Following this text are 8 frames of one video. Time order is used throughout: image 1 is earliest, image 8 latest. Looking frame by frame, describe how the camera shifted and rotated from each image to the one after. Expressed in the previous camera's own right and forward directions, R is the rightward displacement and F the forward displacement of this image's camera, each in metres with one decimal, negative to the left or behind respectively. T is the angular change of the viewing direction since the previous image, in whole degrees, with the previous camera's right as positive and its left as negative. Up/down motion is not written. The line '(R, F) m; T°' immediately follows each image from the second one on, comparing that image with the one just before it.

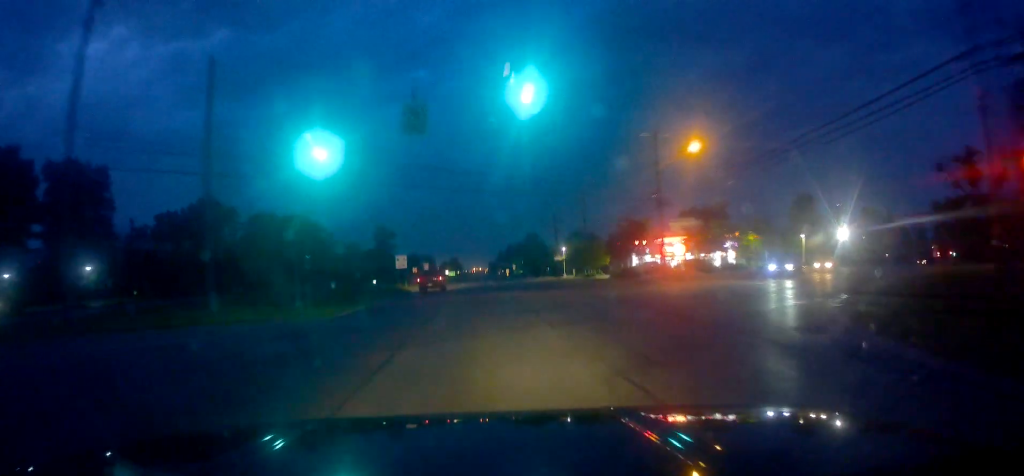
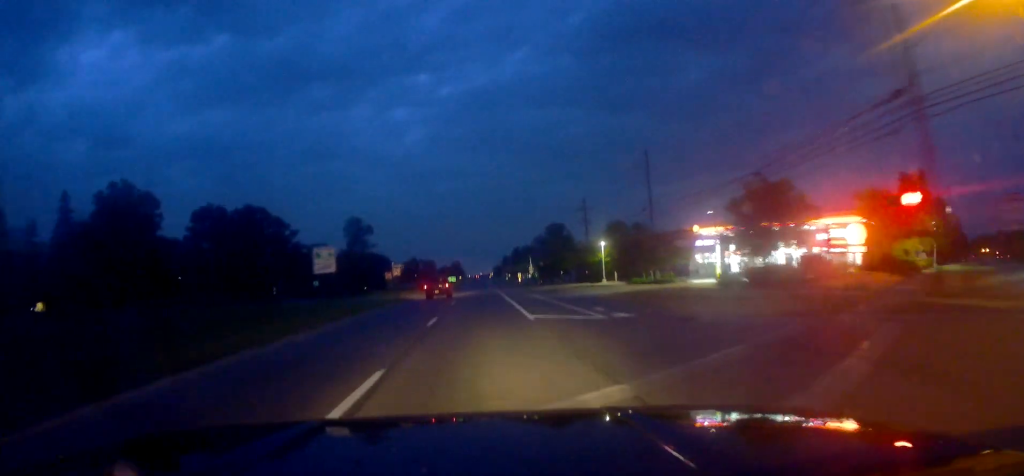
(-1.1, +32.8) m; -1°
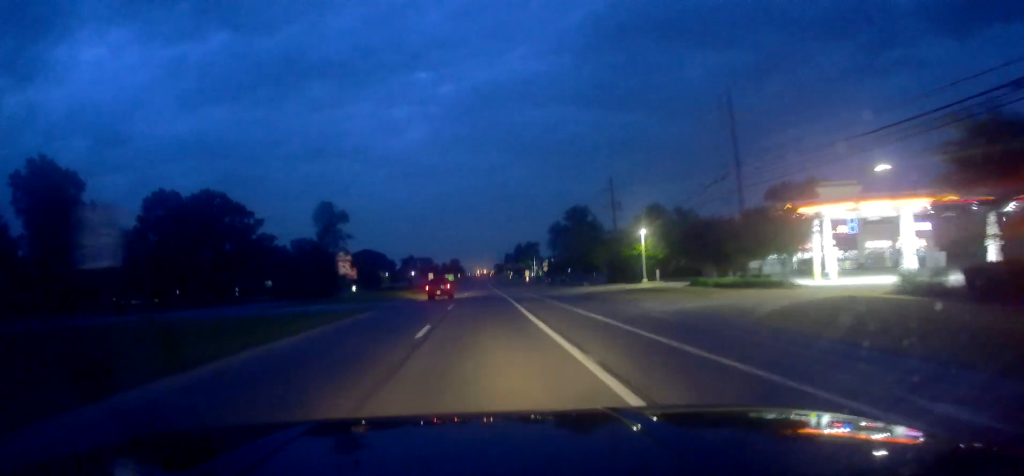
(+0.3, +19.9) m; +1°
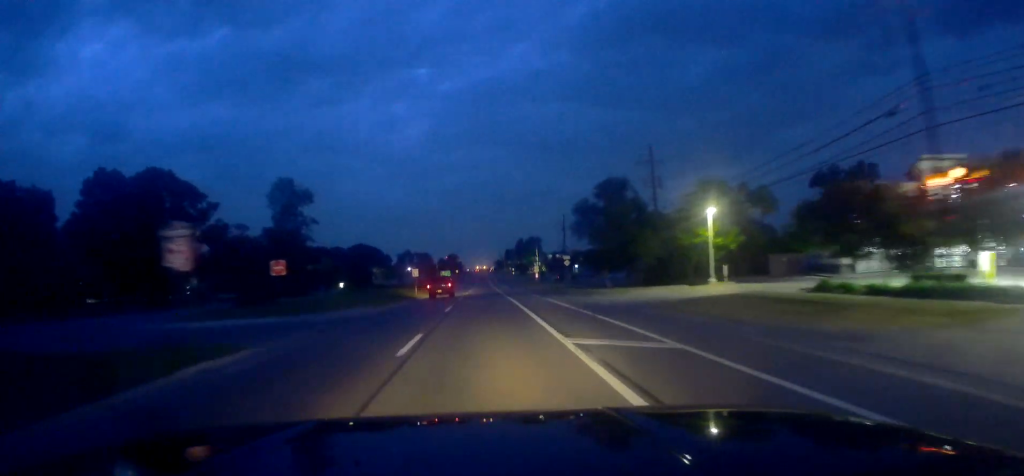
(+0.6, +18.3) m; 0°
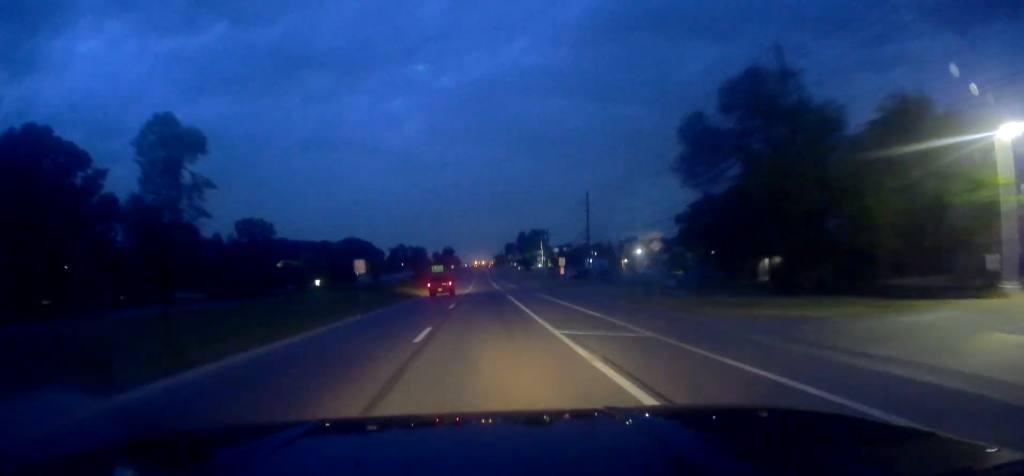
(-0.8, +27.9) m; -1°
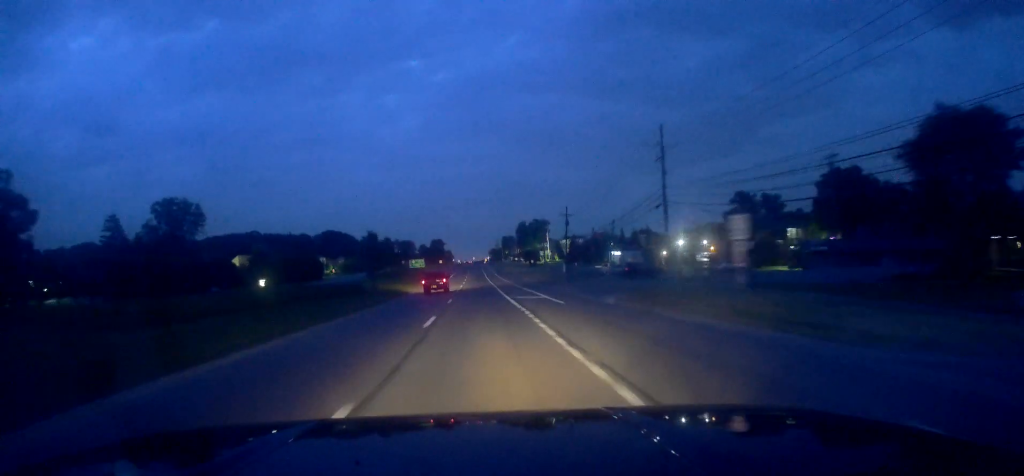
(-0.1, +41.1) m; 0°
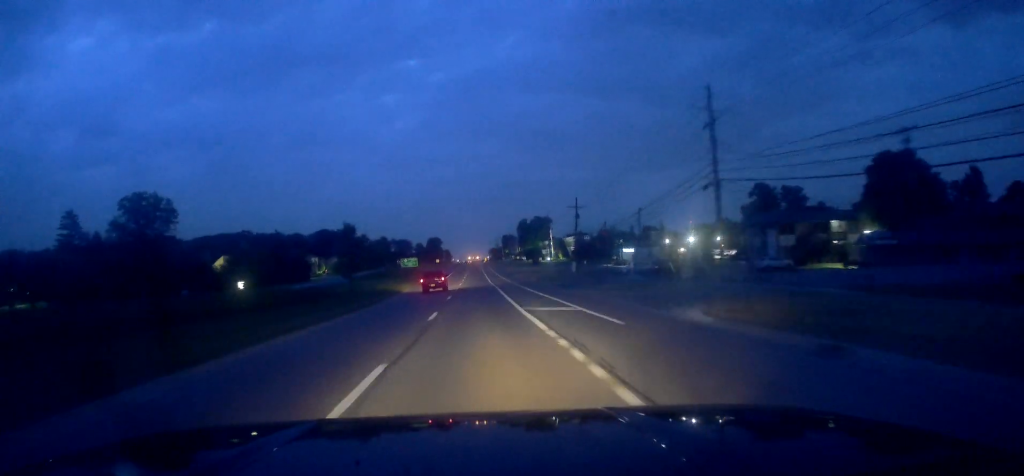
(+0.2, +12.1) m; +1°
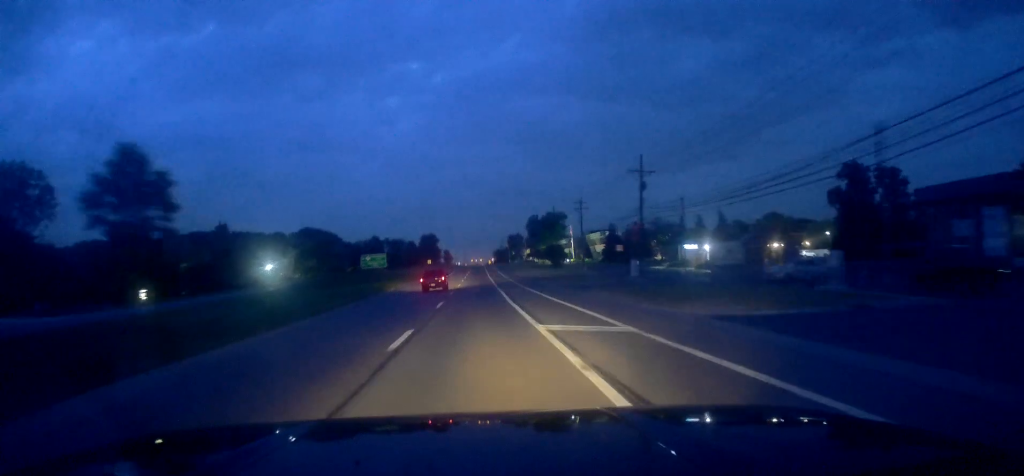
(+0.6, +38.4) m; 0°
